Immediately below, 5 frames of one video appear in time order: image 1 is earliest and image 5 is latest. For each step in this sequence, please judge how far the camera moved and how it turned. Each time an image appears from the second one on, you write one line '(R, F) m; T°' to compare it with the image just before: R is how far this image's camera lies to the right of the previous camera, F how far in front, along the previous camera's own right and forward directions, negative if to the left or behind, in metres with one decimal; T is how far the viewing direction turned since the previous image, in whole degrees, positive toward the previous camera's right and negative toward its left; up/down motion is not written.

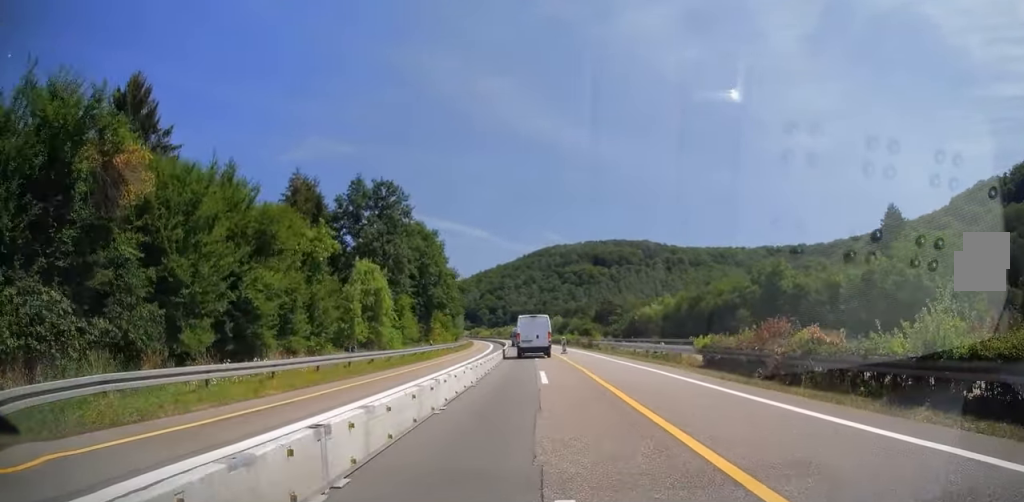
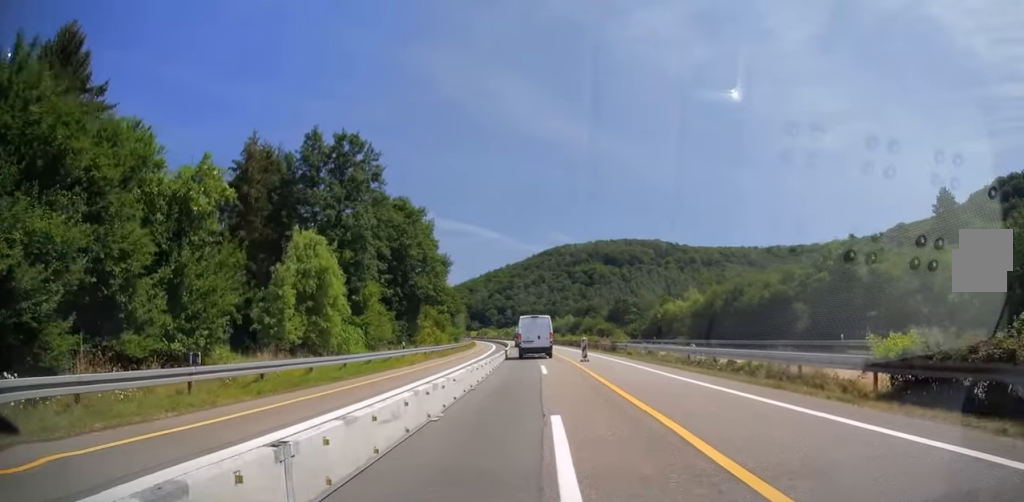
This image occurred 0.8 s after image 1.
(+0.3, +12.9) m; 0°
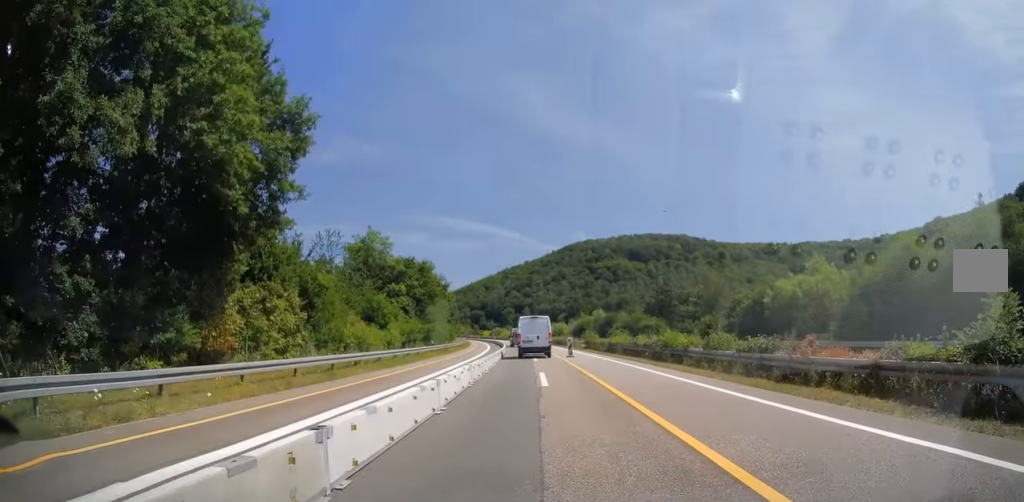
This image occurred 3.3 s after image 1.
(-1.8, +41.1) m; -3°
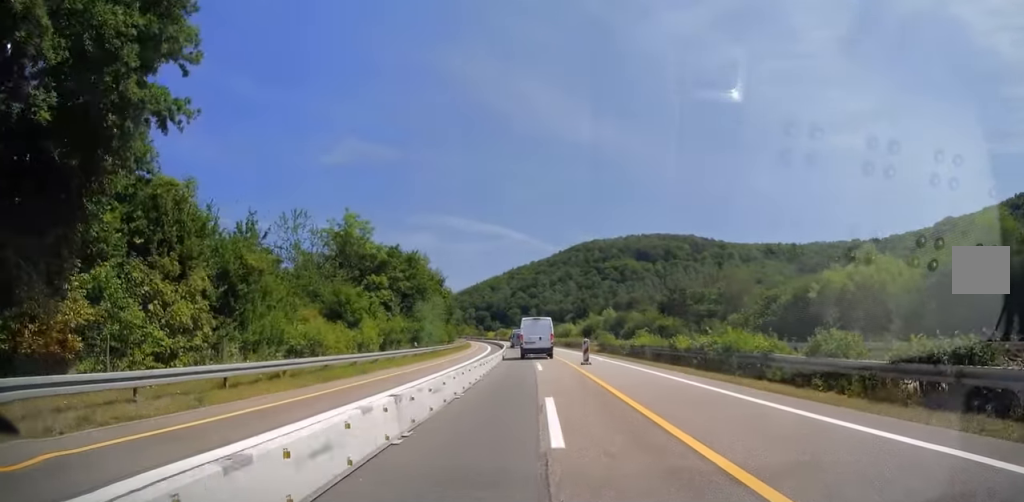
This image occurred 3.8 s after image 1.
(+0.2, +9.1) m; 0°
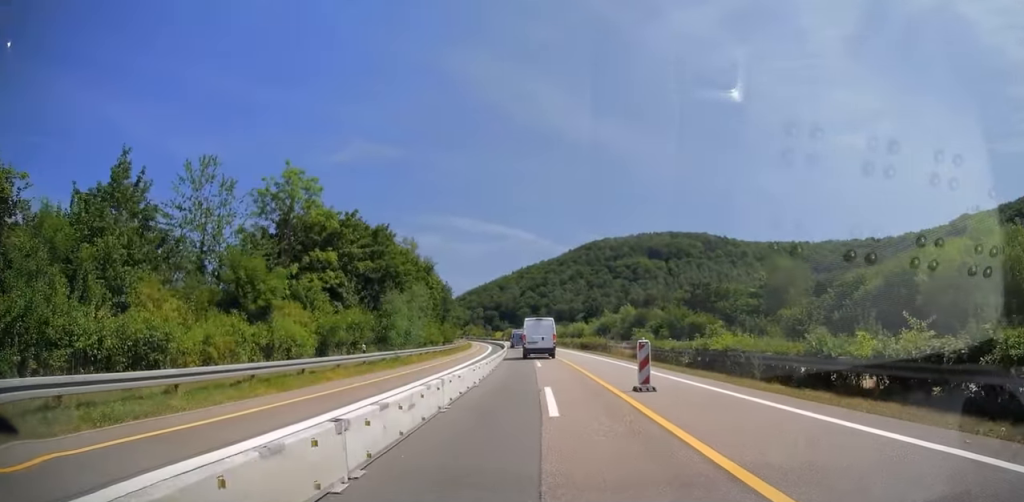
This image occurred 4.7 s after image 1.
(-0.3, +14.5) m; -1°
